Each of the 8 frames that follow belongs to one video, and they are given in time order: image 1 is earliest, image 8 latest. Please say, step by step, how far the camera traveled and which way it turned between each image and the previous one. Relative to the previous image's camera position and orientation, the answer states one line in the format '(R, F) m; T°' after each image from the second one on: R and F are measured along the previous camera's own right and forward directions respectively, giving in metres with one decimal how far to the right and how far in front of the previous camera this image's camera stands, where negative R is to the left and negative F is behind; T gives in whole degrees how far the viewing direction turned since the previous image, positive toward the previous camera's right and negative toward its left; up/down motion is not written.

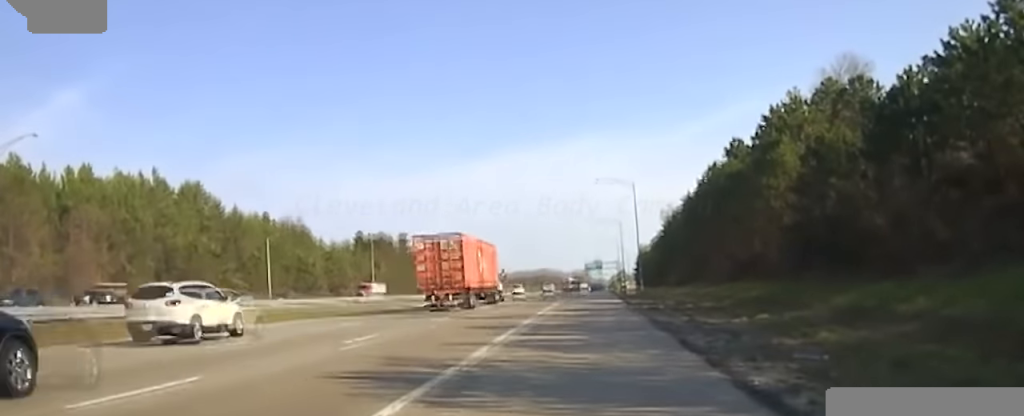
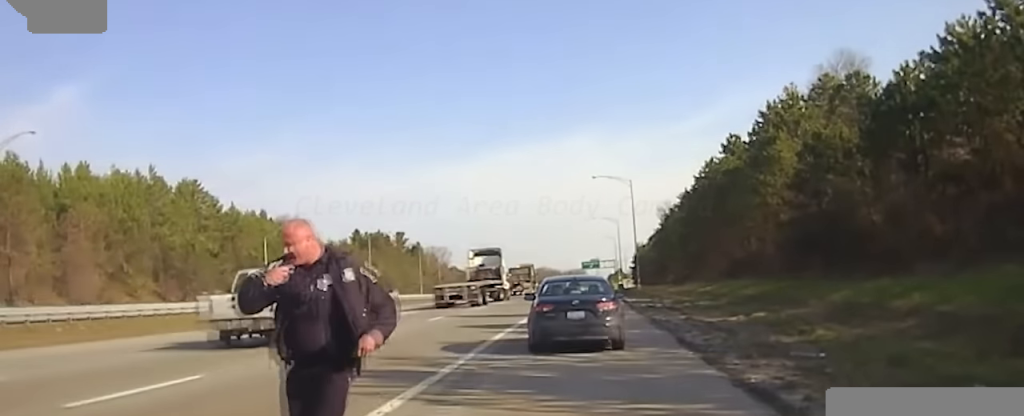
(0.0, 0.0) m; 0°
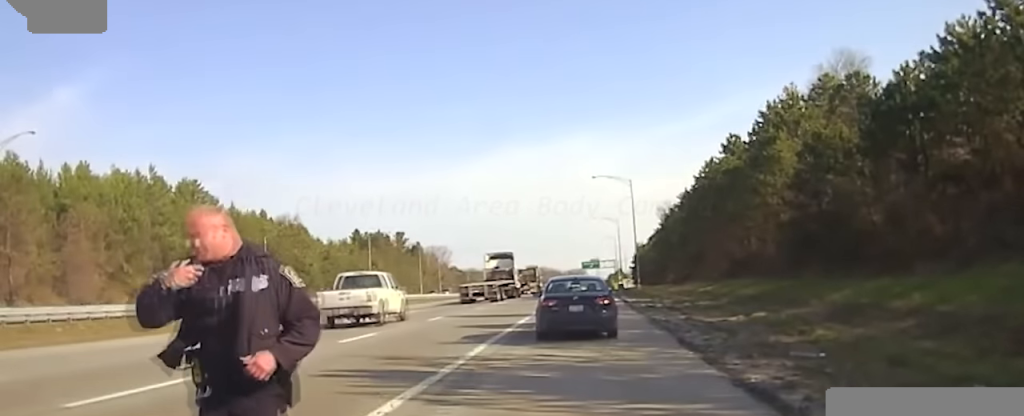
(0.0, 0.0) m; 0°
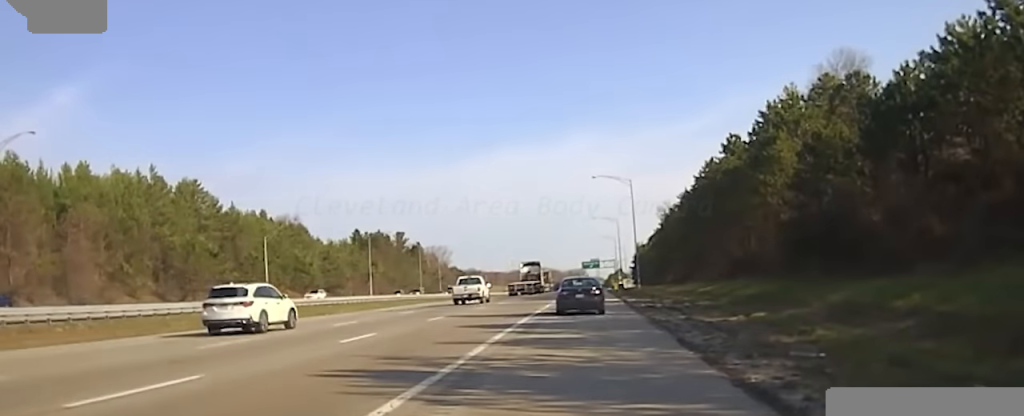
(0.0, 0.0) m; 0°
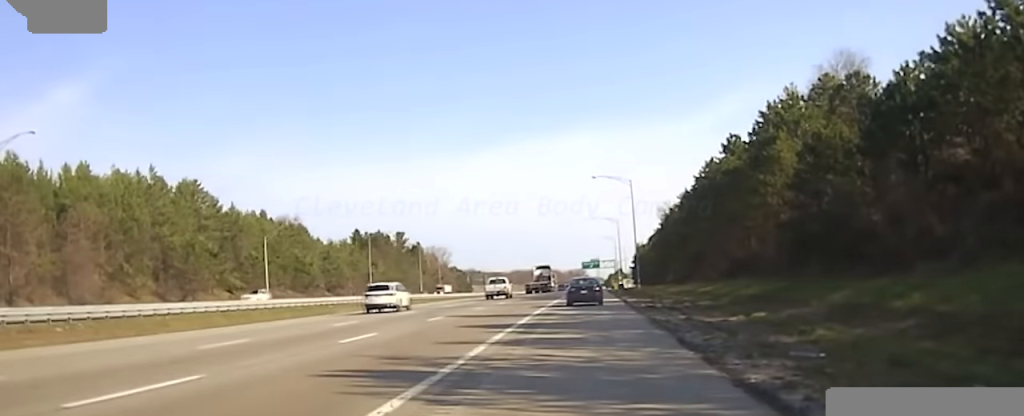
(+0.2, +0.9) m; 0°
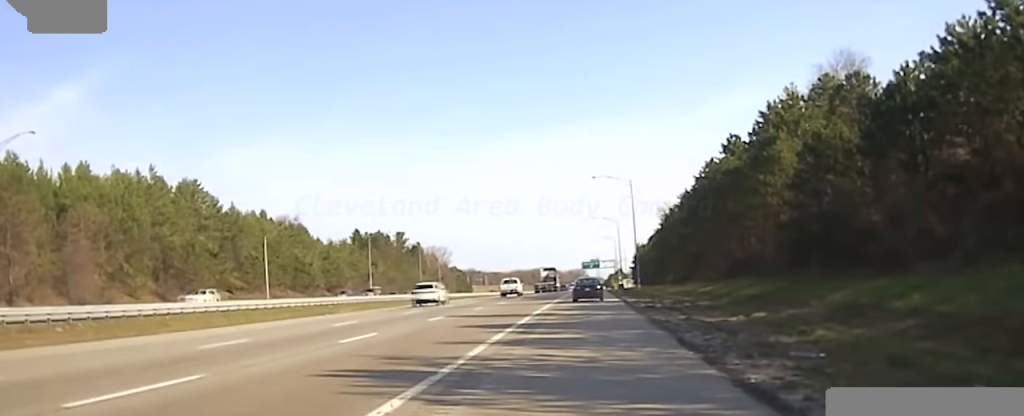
(0.0, +2.3) m; +1°
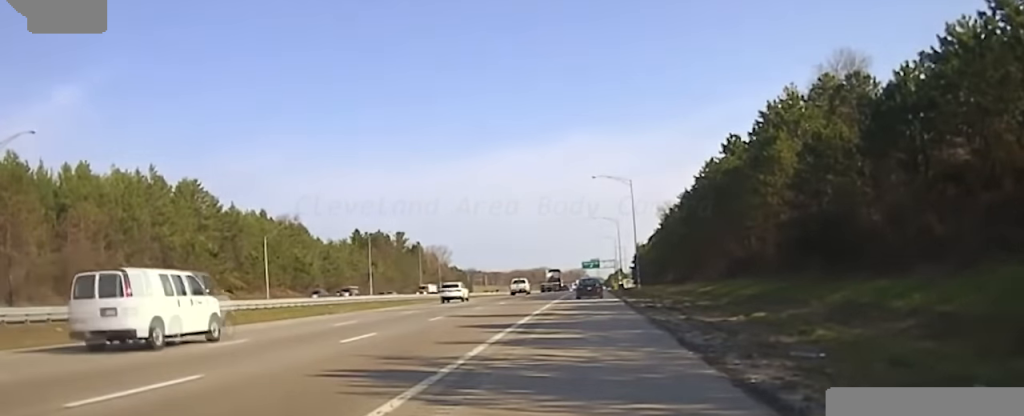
(-0.2, +3.9) m; +2°
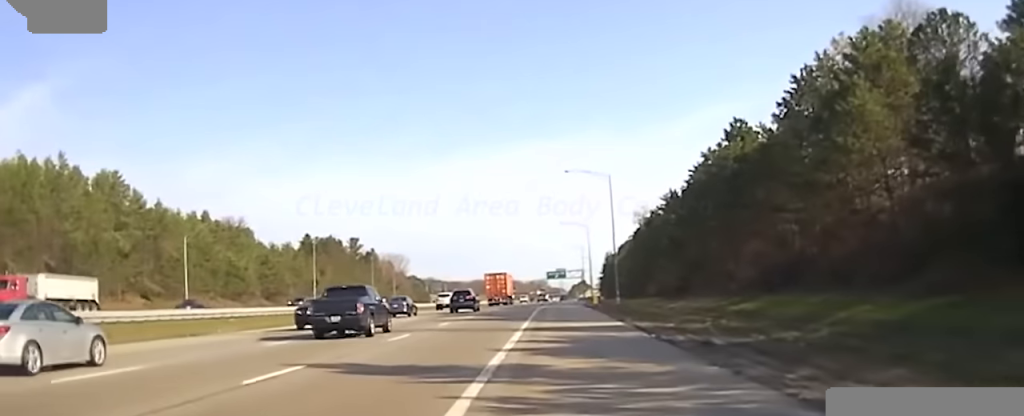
(+0.8, +15.2) m; +6°
